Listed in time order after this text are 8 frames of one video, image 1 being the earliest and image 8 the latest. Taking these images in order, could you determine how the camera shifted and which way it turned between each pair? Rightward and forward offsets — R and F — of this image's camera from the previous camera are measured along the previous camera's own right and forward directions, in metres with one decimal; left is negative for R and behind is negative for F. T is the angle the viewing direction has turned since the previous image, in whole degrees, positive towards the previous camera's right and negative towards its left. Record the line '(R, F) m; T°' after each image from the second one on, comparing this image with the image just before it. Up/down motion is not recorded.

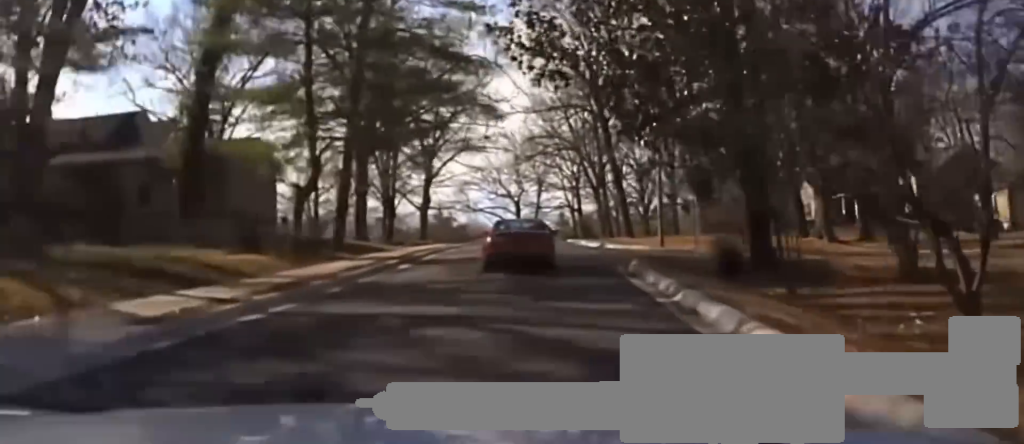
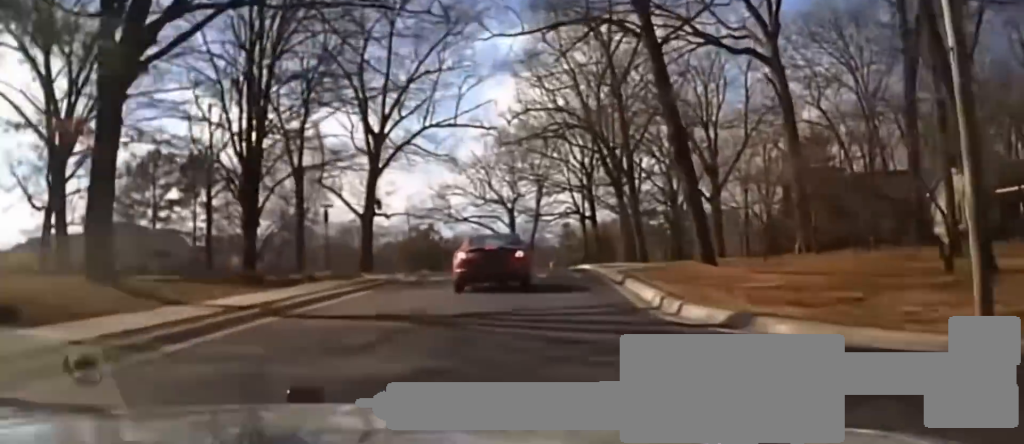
(+0.5, +29.4) m; 0°
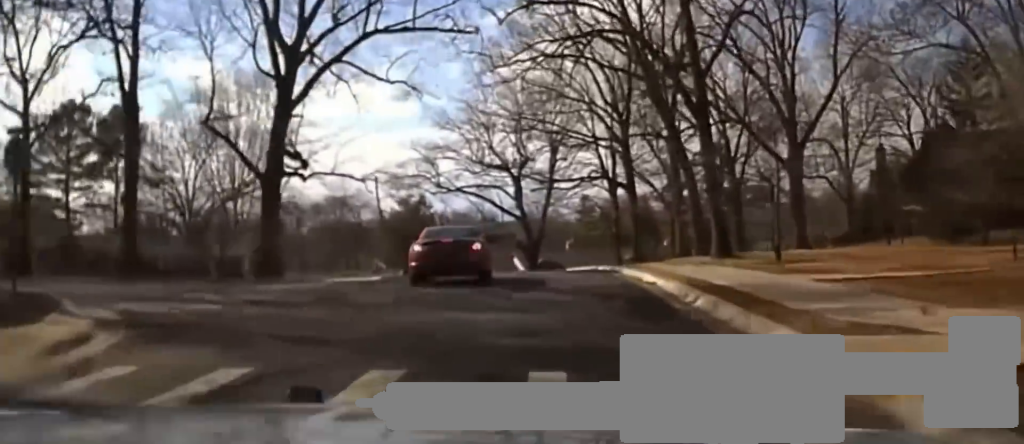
(-0.9, +27.3) m; -4°
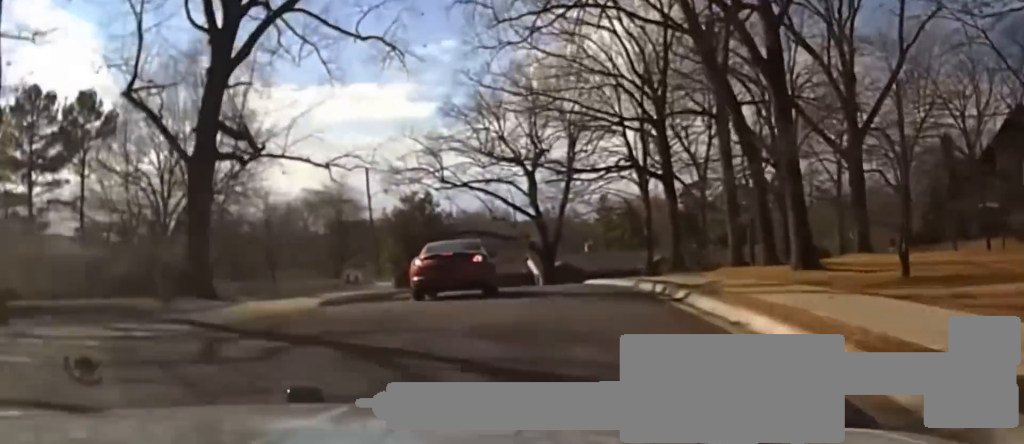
(-0.1, +9.5) m; -1°
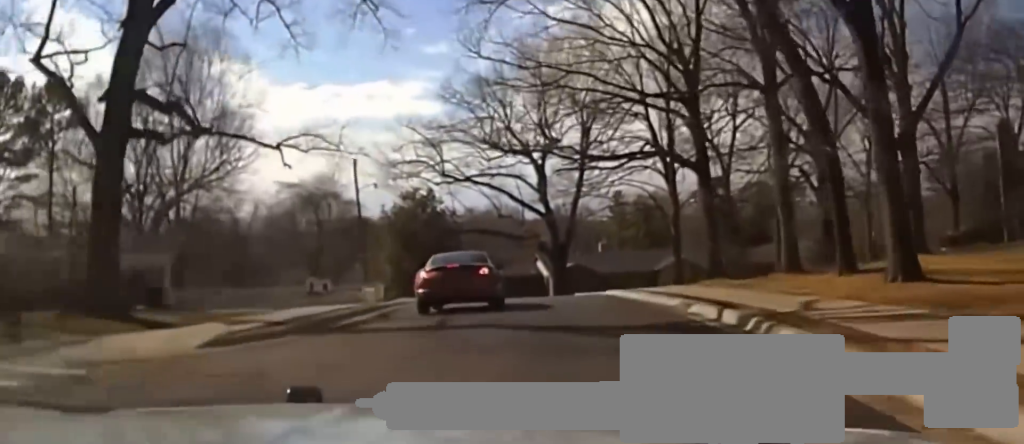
(-0.1, +6.8) m; -1°
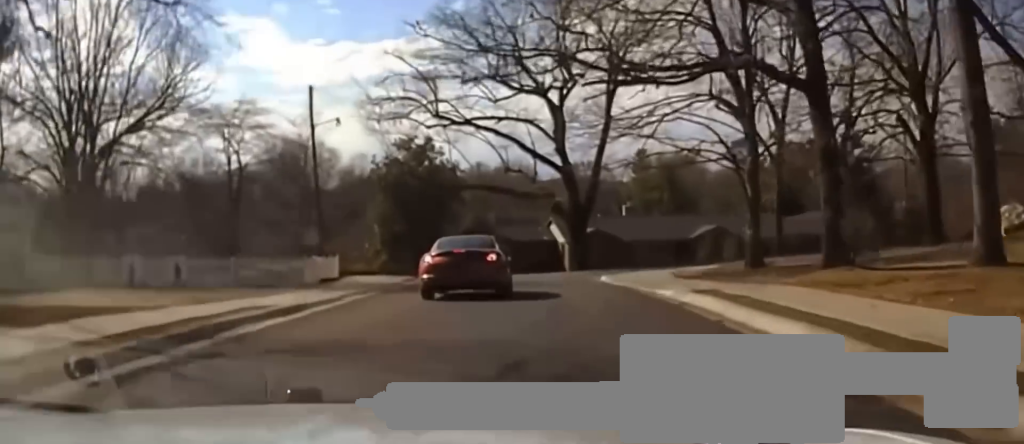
(-0.3, +13.7) m; -2°
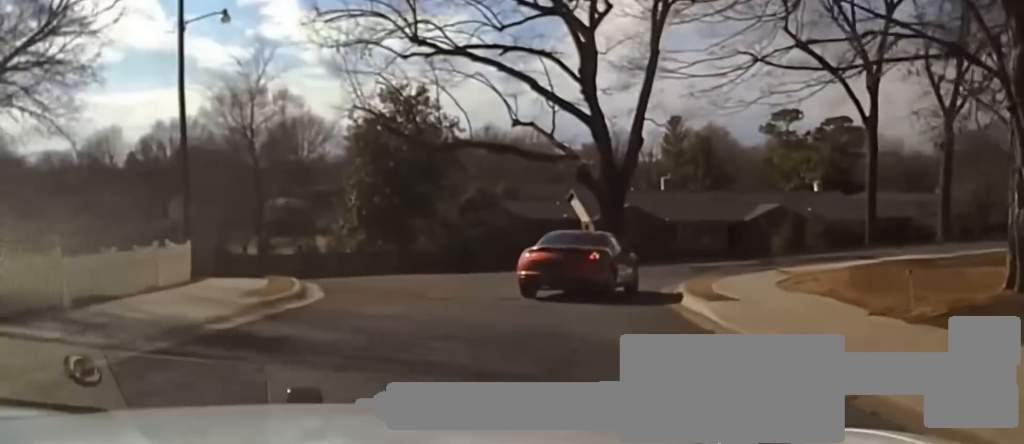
(-0.2, +18.1) m; 0°
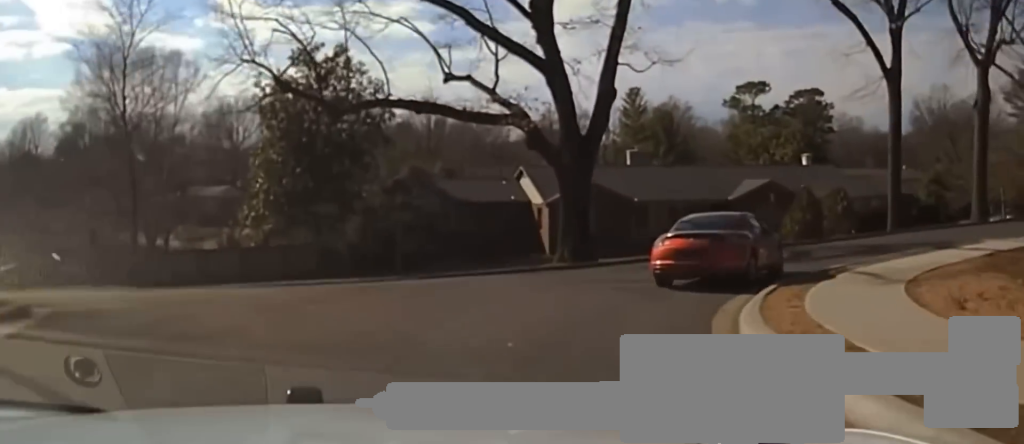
(0.0, +11.5) m; +2°
